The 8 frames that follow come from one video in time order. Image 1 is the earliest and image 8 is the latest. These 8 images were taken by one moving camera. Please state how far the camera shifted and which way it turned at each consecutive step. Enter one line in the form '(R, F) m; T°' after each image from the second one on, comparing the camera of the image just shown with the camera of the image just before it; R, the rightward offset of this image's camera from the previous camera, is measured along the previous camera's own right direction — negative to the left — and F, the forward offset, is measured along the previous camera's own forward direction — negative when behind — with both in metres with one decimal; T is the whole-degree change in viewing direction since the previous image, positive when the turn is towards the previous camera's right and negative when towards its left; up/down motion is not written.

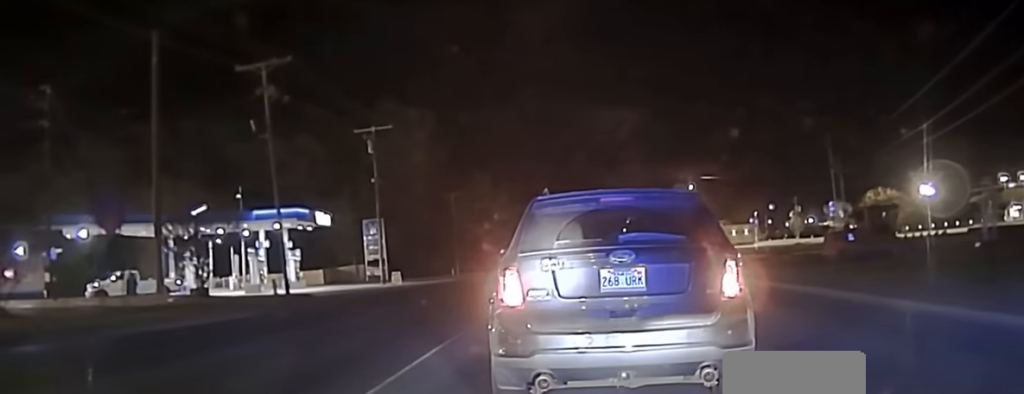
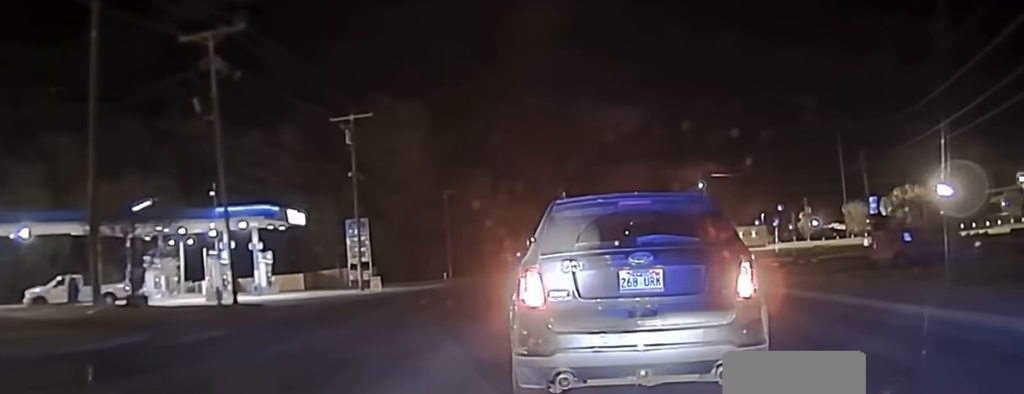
(+0.1, +6.5) m; +1°
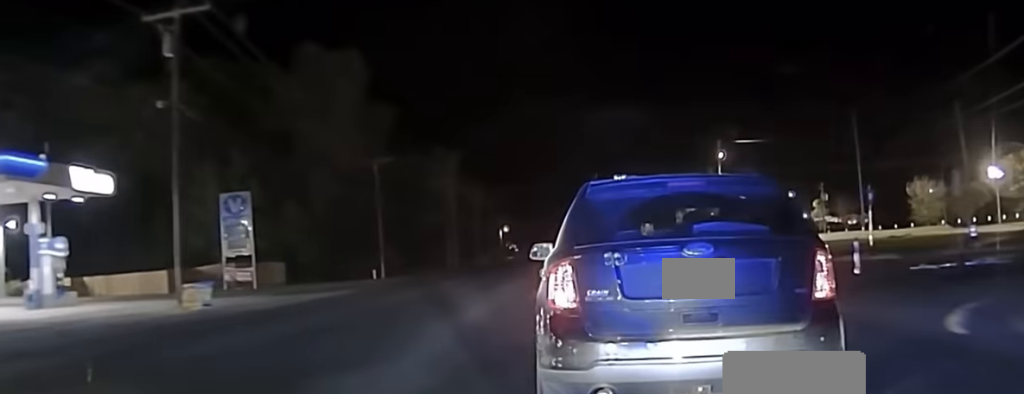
(+0.3, +26.0) m; +1°
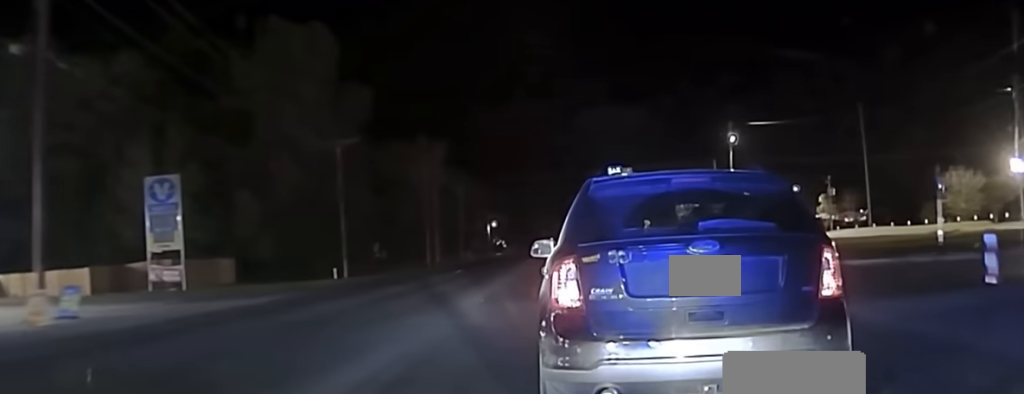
(0.0, +11.5) m; 0°
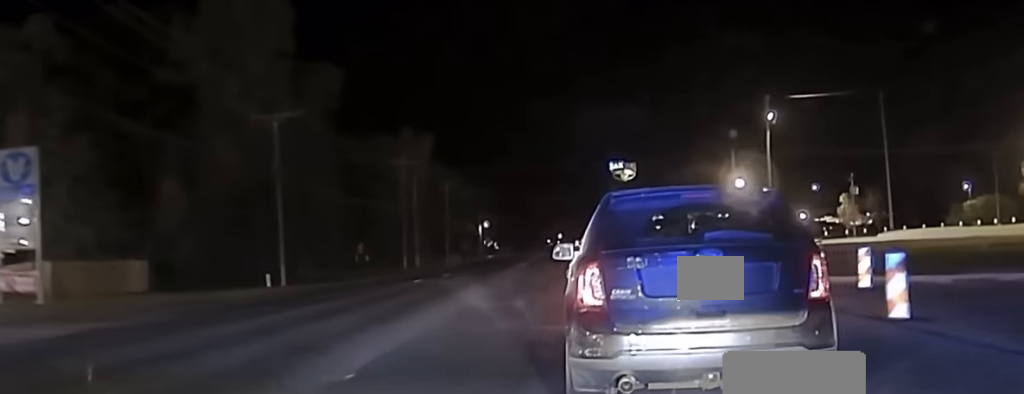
(0.0, +17.1) m; 0°
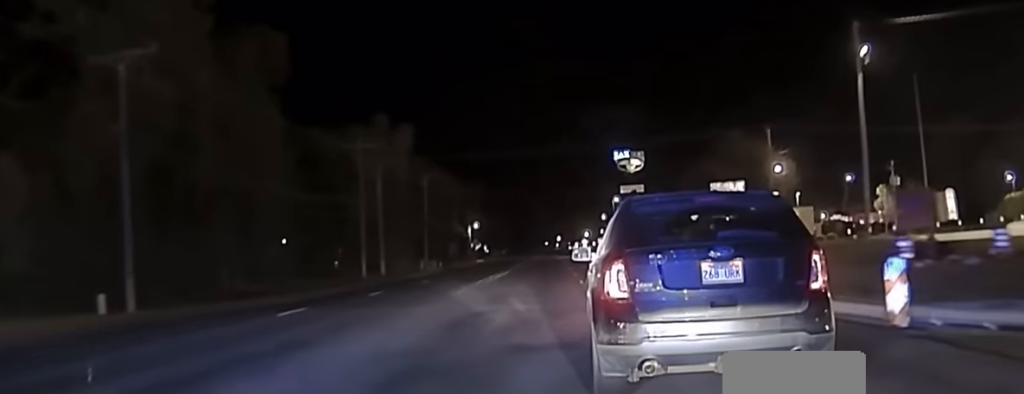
(-0.2, +20.7) m; -1°
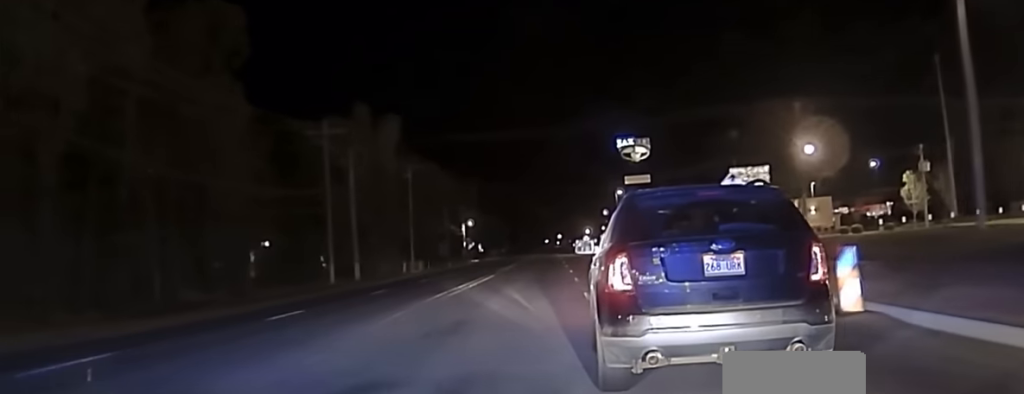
(0.0, +11.0) m; 0°
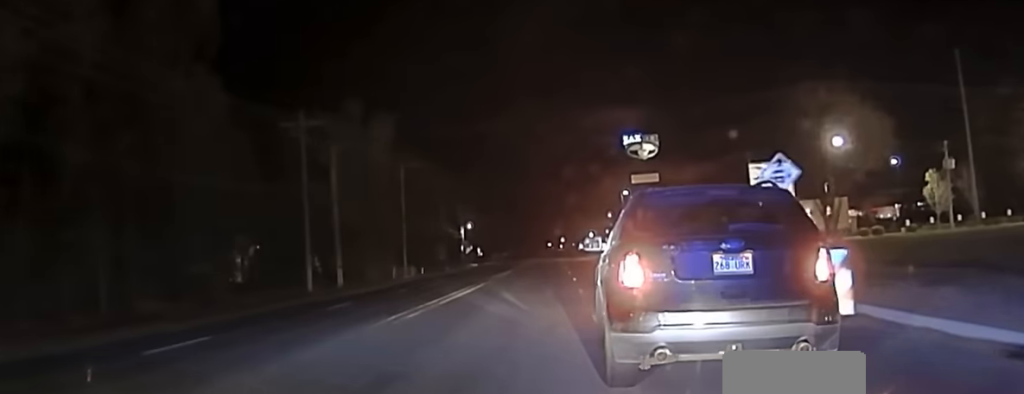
(0.0, +6.4) m; 0°
